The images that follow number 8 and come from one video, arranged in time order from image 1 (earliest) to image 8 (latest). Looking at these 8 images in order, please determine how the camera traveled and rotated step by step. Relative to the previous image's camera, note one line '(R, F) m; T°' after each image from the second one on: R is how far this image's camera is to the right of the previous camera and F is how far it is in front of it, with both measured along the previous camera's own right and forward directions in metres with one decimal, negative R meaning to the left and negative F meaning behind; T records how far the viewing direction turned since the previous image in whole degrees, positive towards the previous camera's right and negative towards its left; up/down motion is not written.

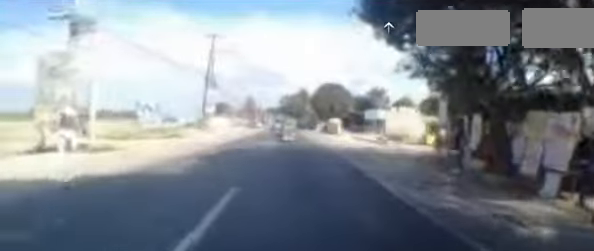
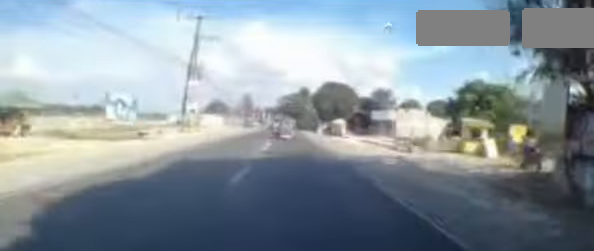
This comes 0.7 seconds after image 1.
(0.0, +6.3) m; -2°
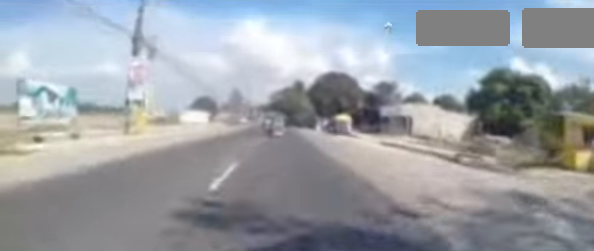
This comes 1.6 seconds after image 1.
(-0.2, +9.3) m; 0°
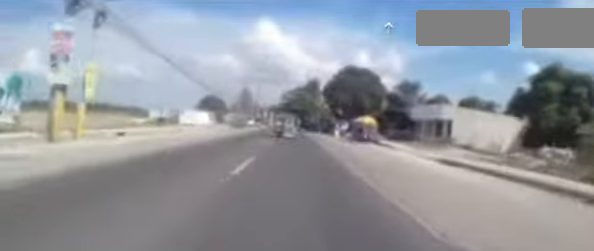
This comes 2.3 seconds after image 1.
(-0.1, +7.1) m; +1°
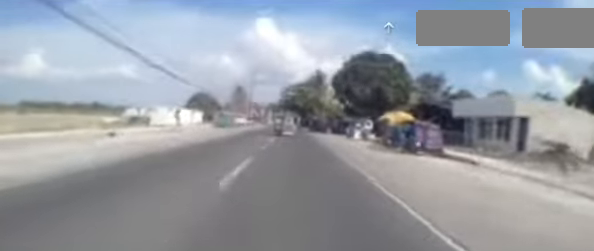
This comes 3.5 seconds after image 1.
(+0.6, +11.3) m; +1°
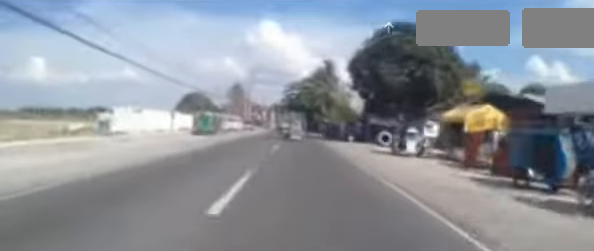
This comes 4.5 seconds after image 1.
(-0.4, +10.3) m; -3°
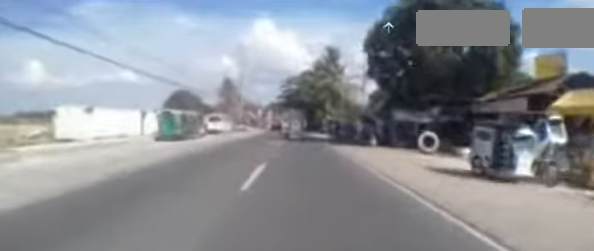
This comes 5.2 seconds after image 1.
(-0.3, +7.3) m; 0°
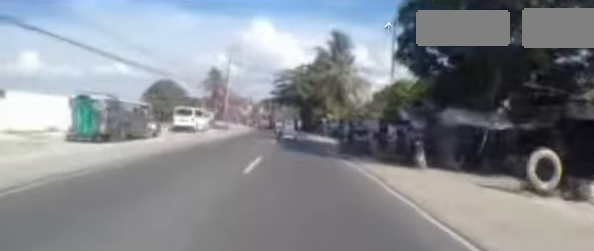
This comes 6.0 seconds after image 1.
(+0.3, +7.7) m; +2°
